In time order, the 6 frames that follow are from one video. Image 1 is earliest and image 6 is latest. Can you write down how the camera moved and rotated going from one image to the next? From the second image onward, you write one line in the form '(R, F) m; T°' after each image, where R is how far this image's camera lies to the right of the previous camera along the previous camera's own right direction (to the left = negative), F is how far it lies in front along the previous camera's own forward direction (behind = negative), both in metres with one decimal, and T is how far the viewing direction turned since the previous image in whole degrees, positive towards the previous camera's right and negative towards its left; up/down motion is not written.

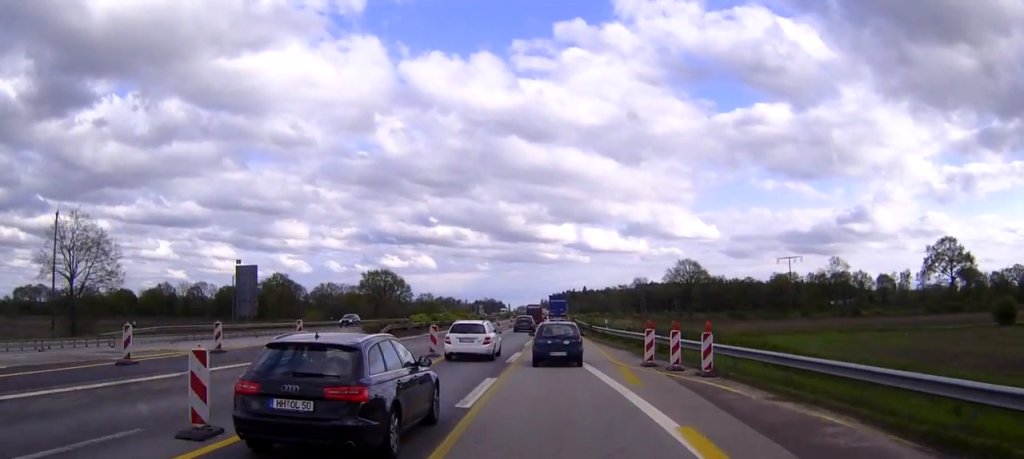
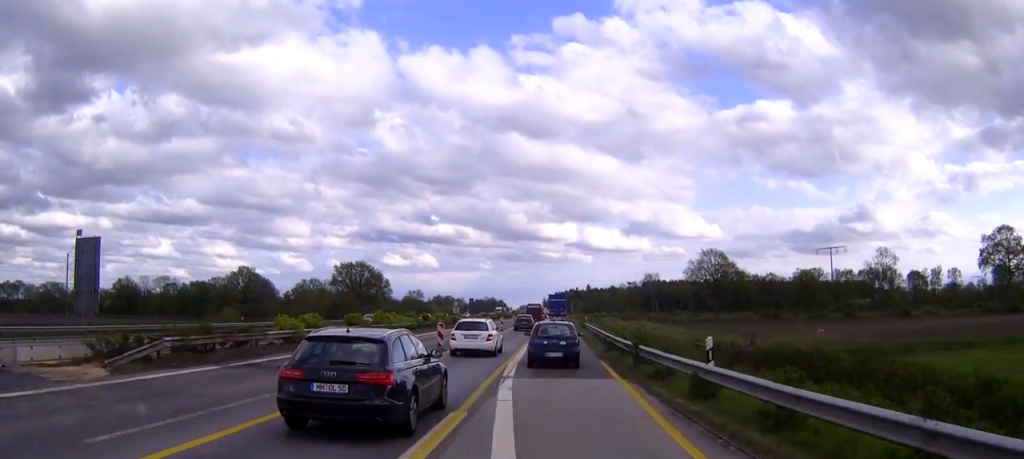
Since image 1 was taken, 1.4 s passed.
(0.0, +30.8) m; 0°
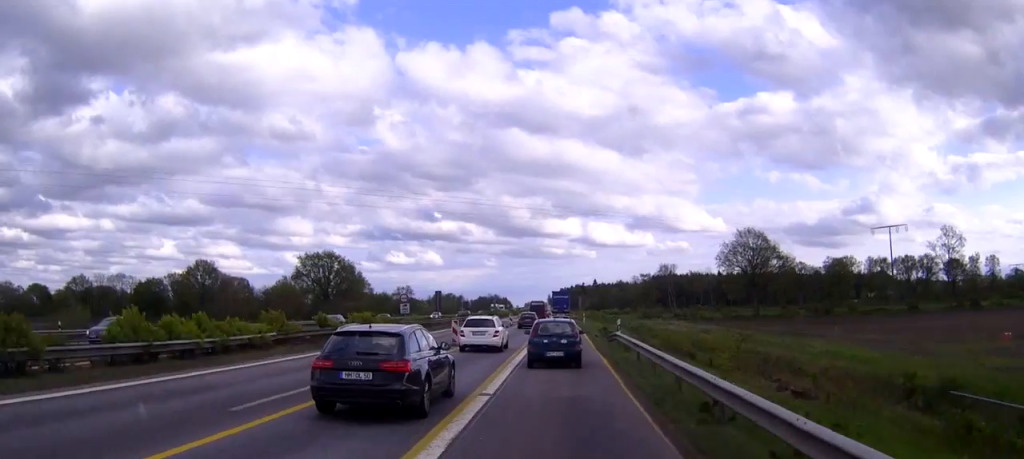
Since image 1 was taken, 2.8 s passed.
(-0.1, +31.3) m; 0°
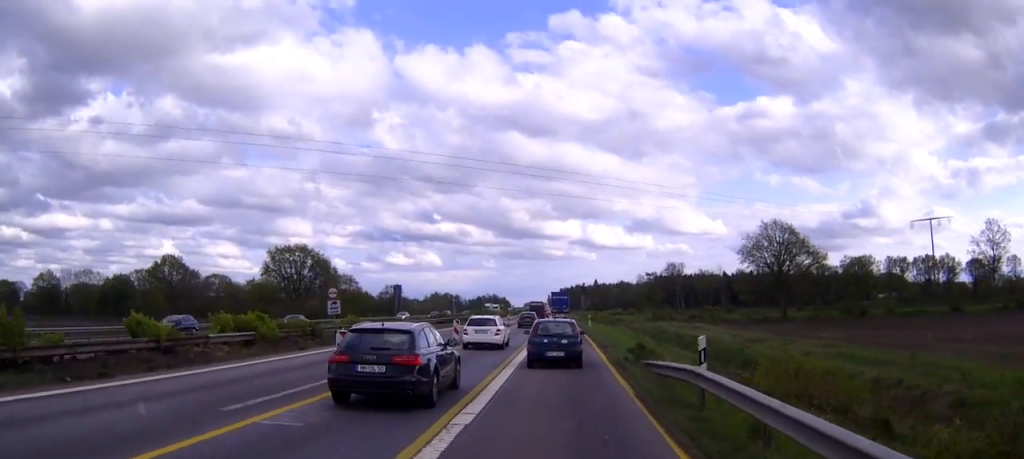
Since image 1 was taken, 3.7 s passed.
(0.0, +18.1) m; 0°
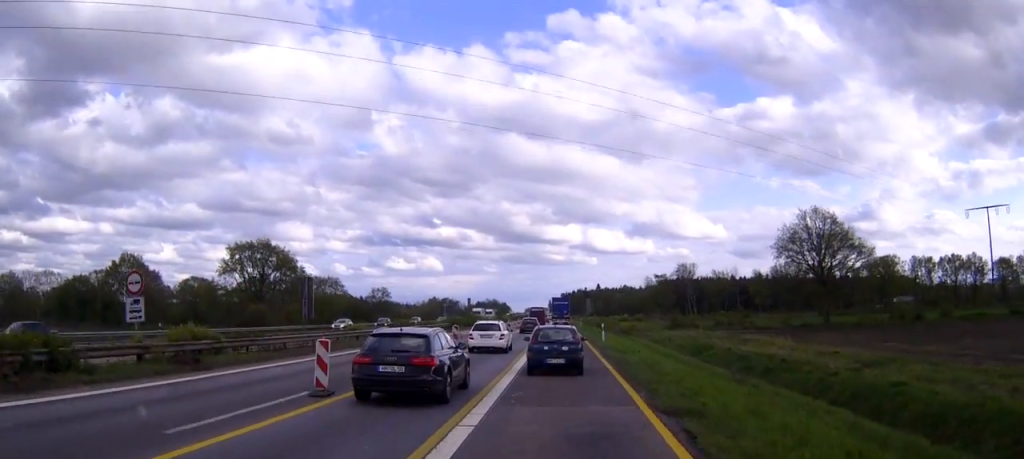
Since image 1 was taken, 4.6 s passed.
(0.0, +20.1) m; 0°
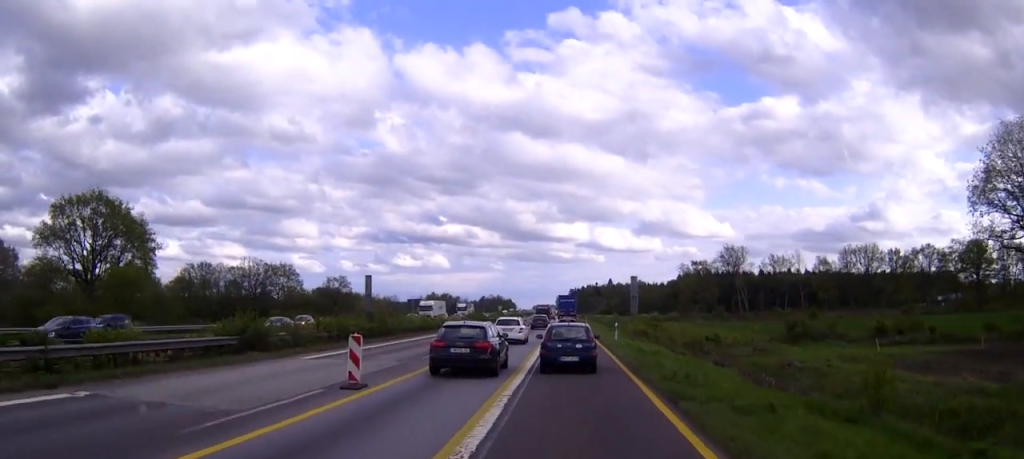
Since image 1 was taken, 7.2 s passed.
(-0.3, +54.1) m; -1°
